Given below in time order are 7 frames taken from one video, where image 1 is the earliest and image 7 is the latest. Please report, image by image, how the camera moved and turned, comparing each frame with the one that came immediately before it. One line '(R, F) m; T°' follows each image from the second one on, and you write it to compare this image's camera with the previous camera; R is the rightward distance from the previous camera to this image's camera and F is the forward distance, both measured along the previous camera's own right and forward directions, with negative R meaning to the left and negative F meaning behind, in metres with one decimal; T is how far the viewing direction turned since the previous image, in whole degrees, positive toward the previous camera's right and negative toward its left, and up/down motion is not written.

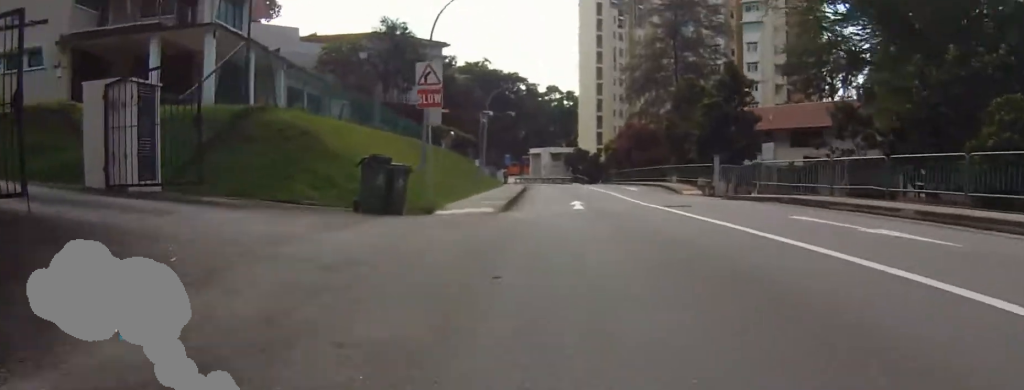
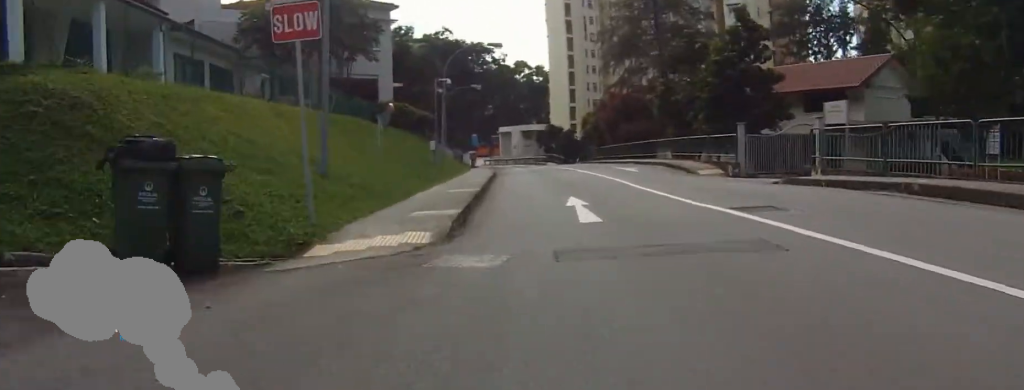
(+0.4, +6.6) m; +11°
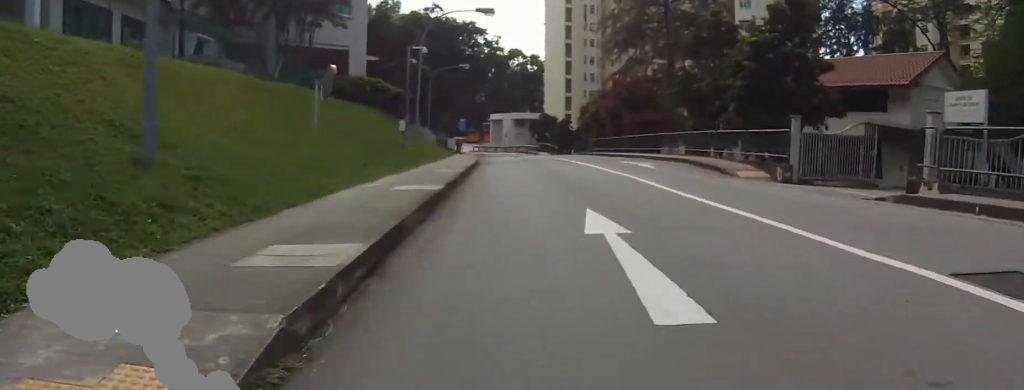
(+0.7, +5.1) m; +6°
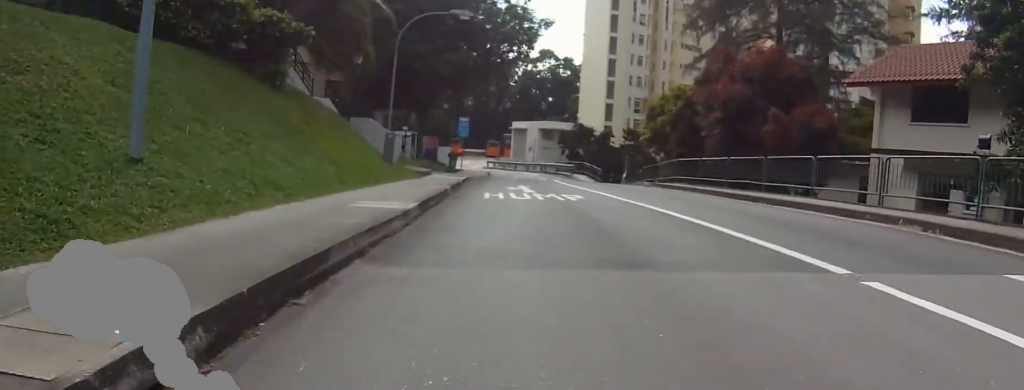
(+2.8, +18.5) m; +9°
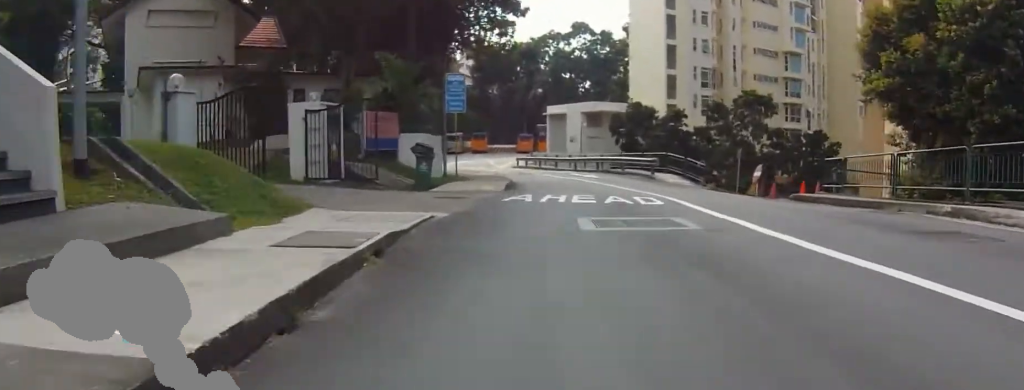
(-3.3, +20.5) m; -13°
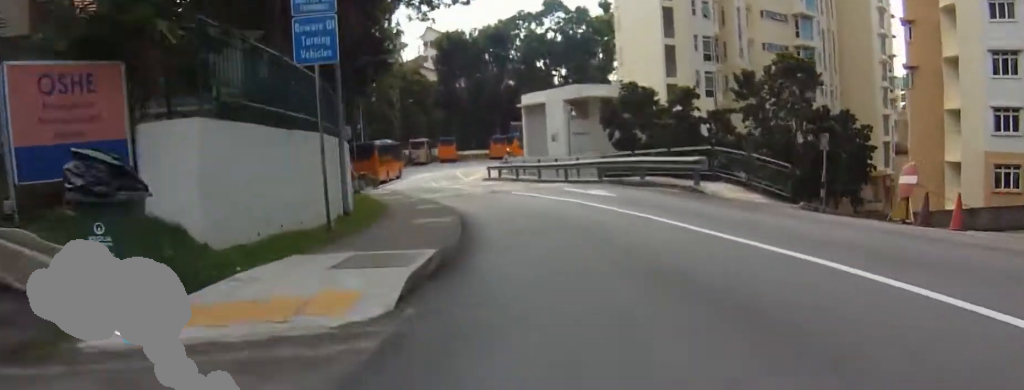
(+0.1, +13.0) m; 0°
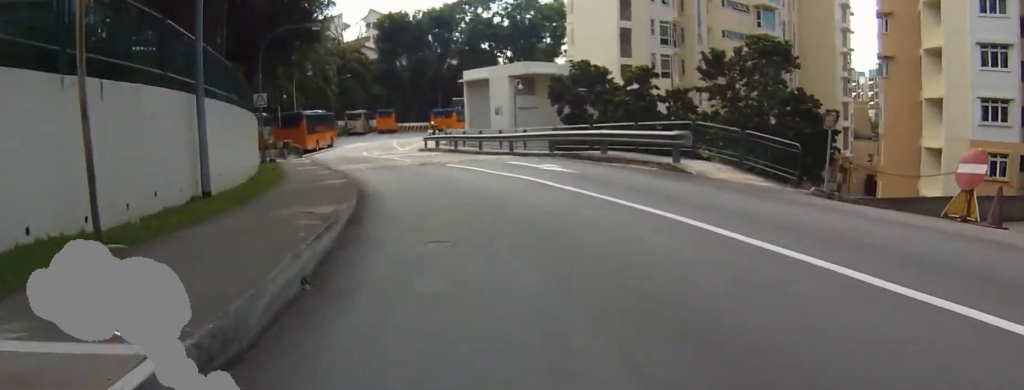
(+0.1, +4.6) m; 0°
